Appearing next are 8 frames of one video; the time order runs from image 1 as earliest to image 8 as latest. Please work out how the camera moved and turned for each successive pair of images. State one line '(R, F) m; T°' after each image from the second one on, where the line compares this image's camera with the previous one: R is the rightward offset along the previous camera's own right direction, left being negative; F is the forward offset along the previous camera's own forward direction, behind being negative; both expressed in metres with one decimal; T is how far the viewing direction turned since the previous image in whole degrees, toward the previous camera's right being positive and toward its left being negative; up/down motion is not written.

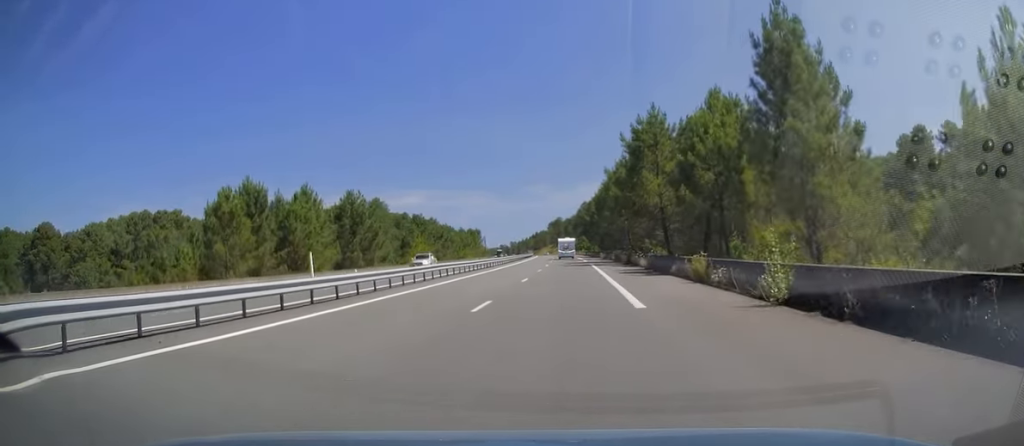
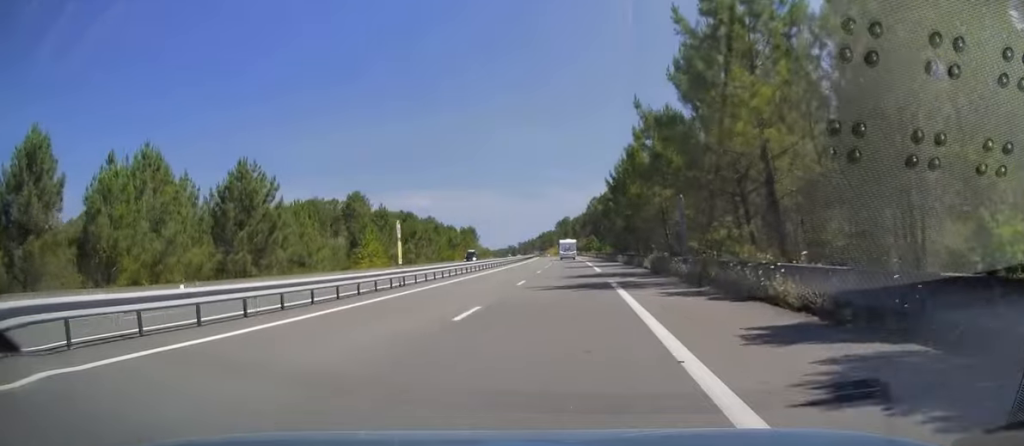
(-0.2, +27.9) m; -1°
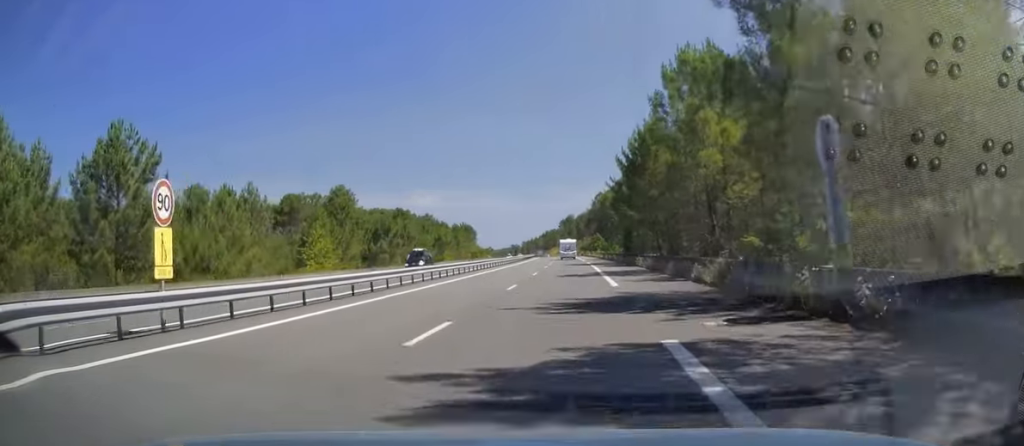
(-0.2, +16.7) m; 0°
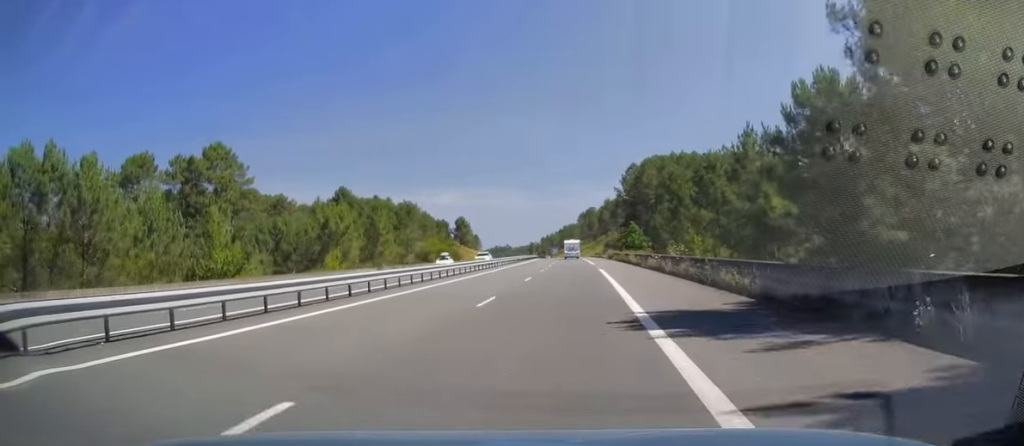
(-0.9, +72.5) m; -2°
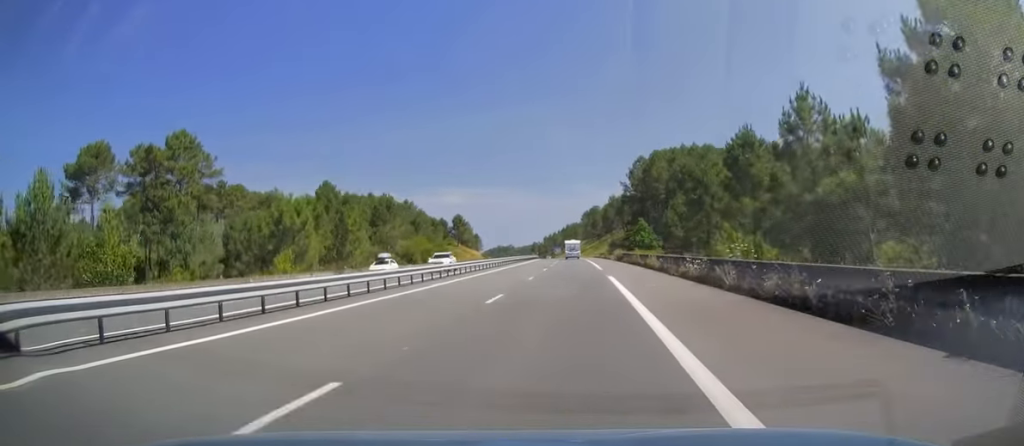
(-0.1, +12.3) m; 0°
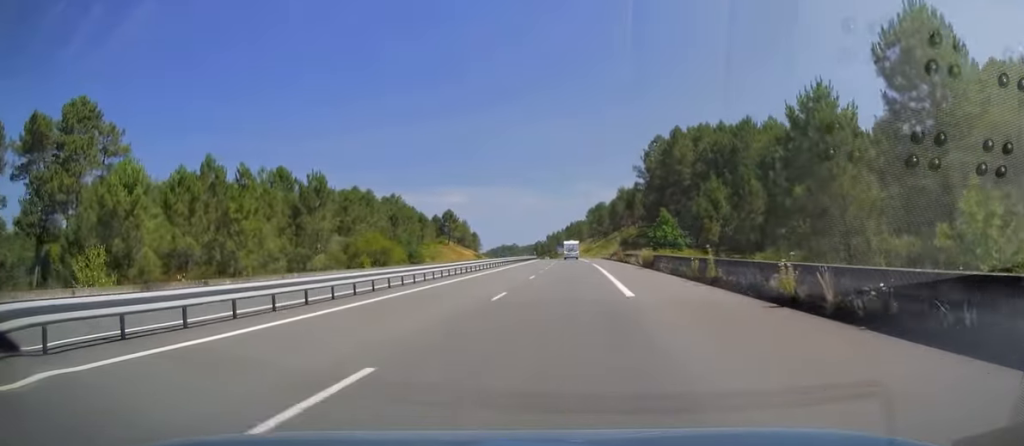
(-0.1, +25.5) m; 0°
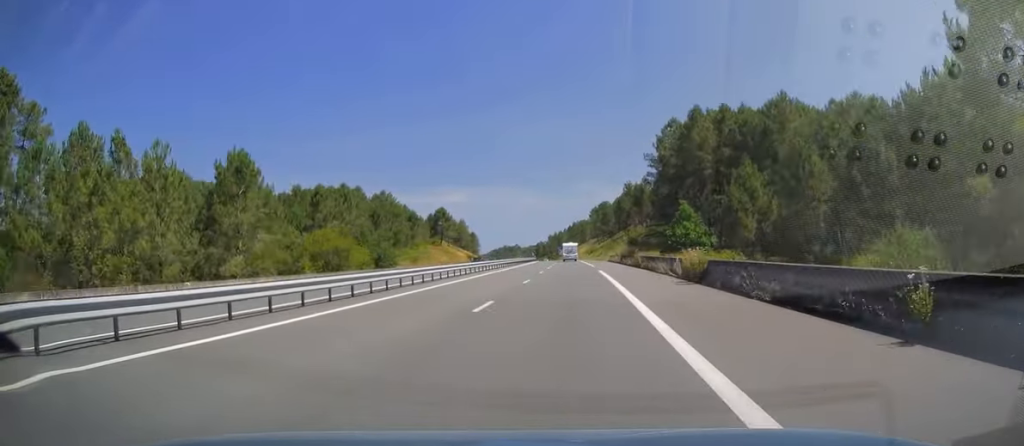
(0.0, +16.2) m; 0°
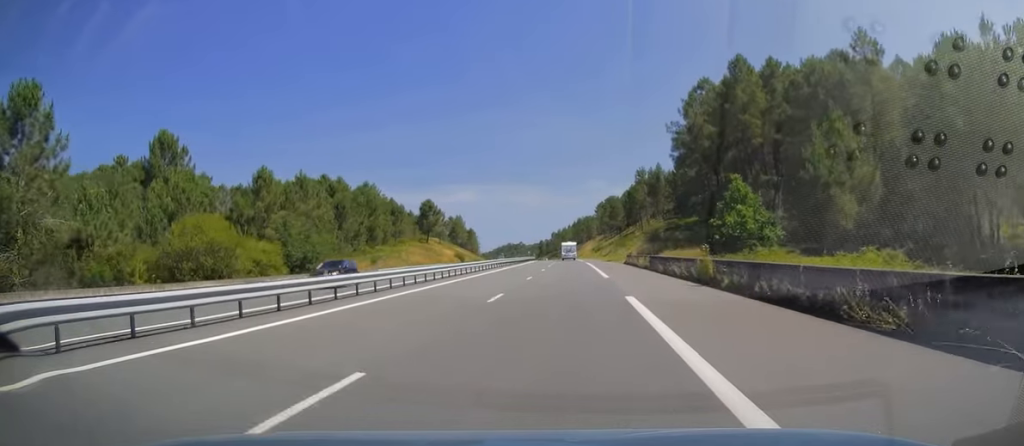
(-0.2, +23.6) m; -1°
